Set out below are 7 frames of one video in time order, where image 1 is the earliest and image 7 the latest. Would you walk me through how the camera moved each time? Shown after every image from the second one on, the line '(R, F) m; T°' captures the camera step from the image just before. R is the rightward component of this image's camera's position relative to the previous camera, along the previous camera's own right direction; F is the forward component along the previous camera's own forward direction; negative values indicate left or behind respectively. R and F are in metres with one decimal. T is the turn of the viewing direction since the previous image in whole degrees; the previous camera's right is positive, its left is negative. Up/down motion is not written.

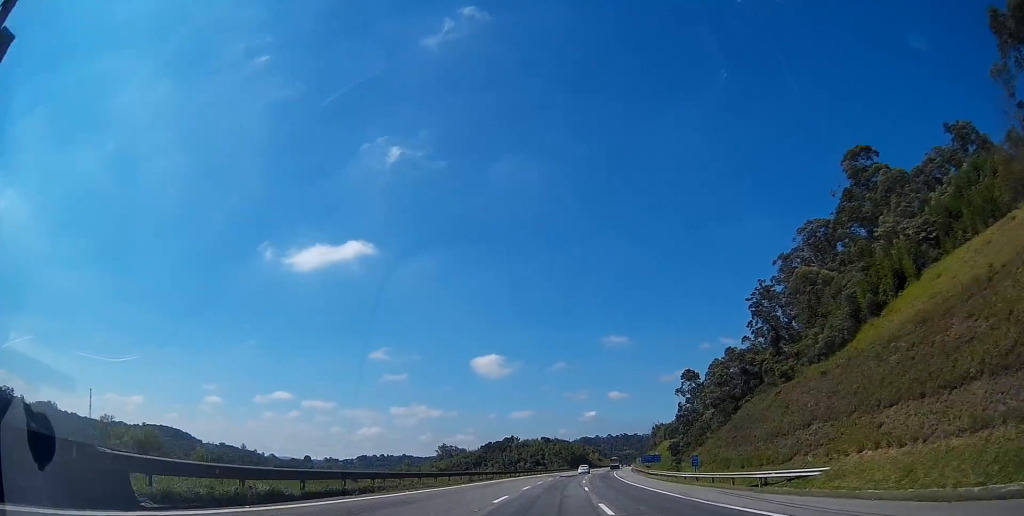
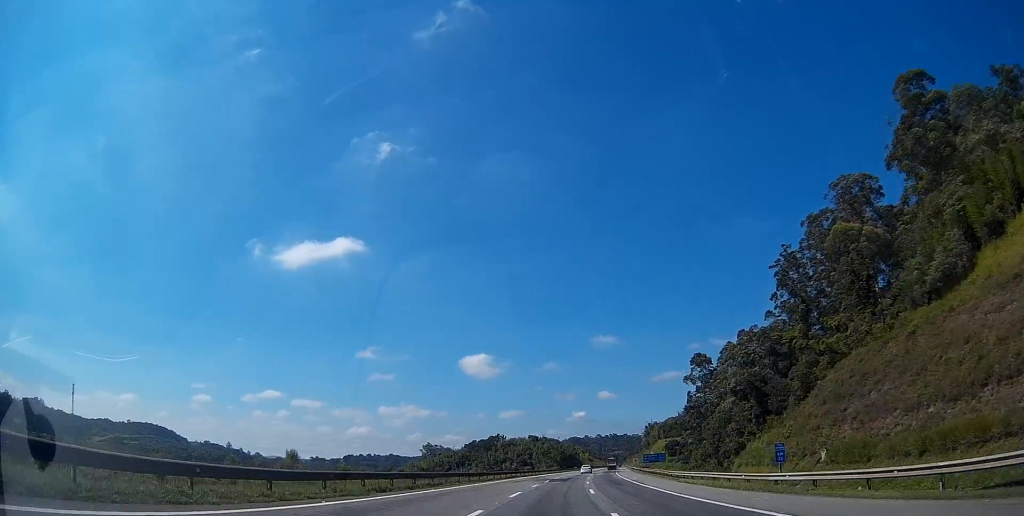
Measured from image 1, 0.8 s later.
(+0.2, +21.5) m; +1°
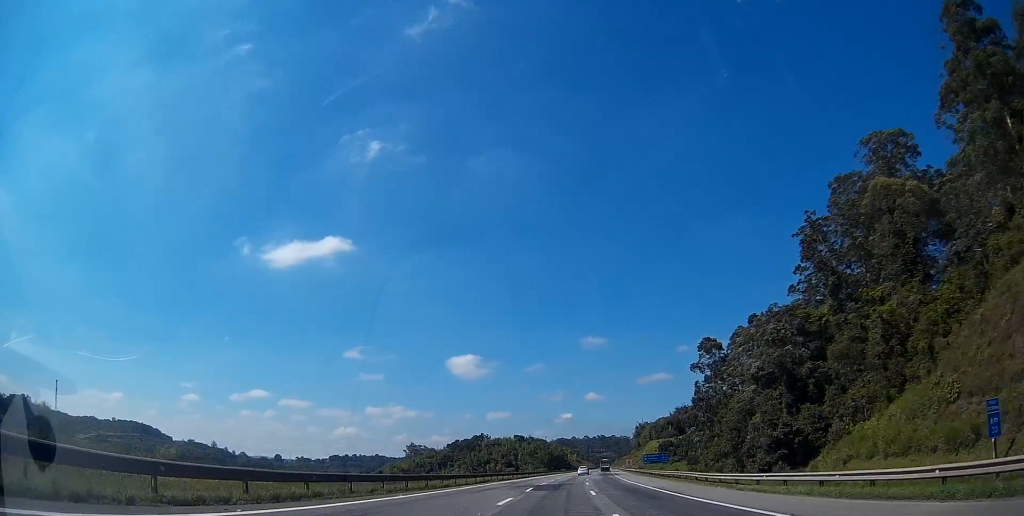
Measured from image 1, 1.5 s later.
(+0.1, +16.6) m; +1°
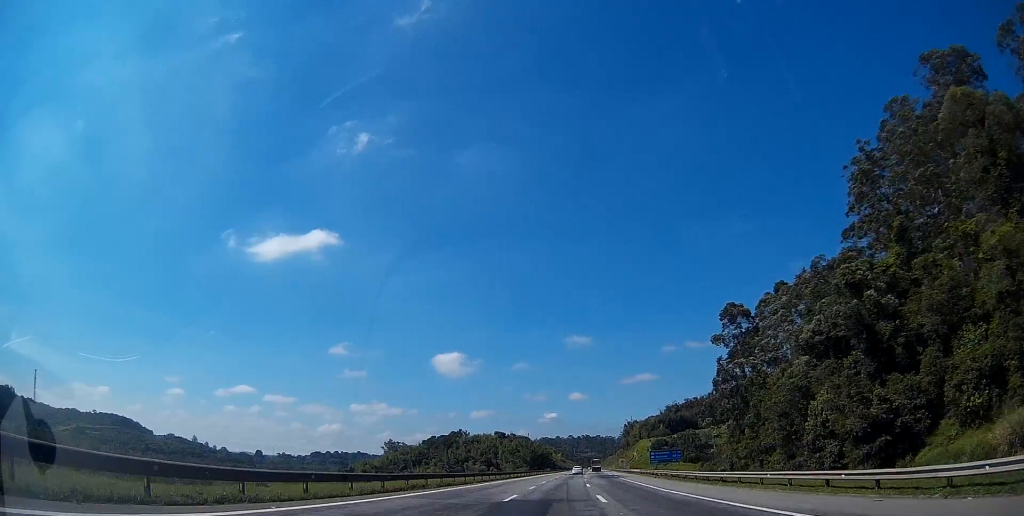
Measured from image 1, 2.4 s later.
(+0.4, +22.6) m; +2°
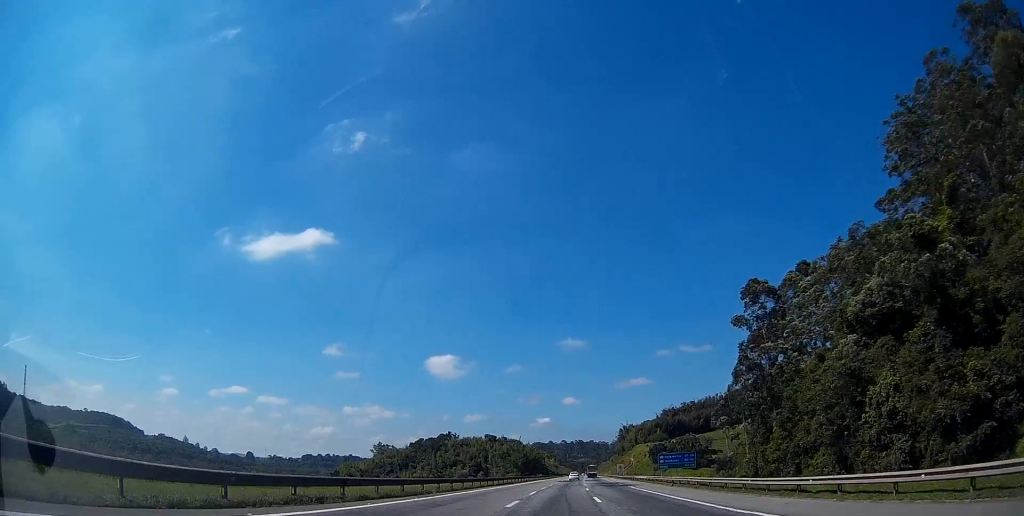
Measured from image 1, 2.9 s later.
(+0.1, +11.8) m; +1°
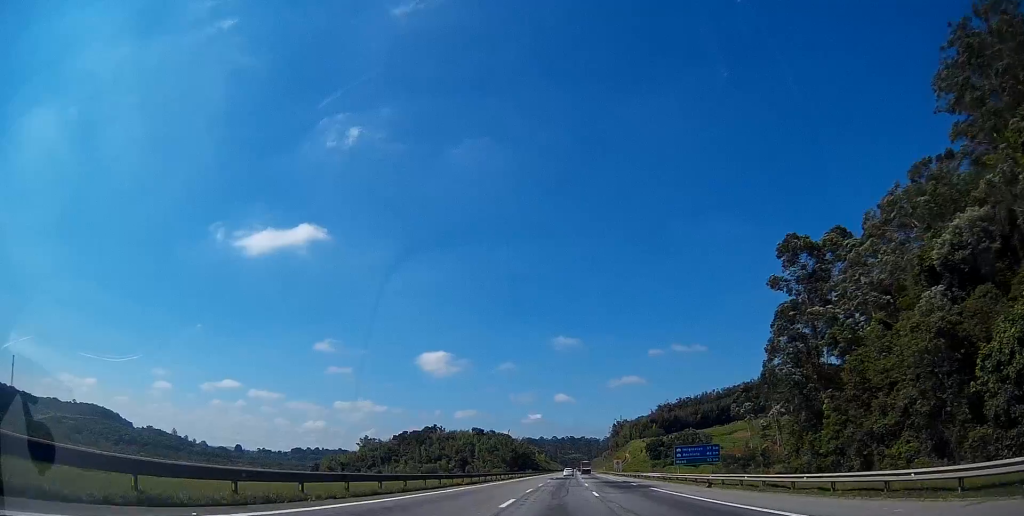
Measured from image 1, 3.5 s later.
(+0.2, +13.4) m; +1°
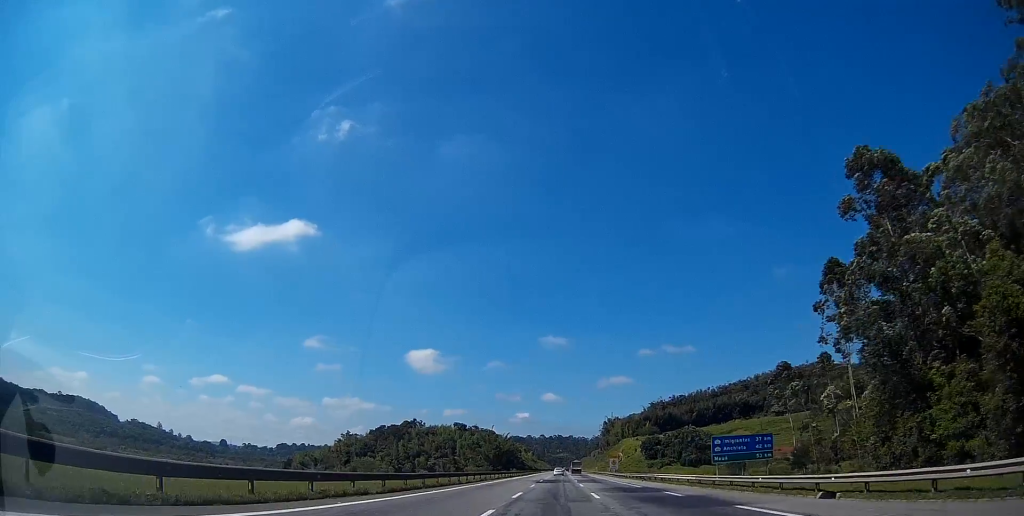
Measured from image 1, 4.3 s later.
(+0.2, +16.3) m; +1°
